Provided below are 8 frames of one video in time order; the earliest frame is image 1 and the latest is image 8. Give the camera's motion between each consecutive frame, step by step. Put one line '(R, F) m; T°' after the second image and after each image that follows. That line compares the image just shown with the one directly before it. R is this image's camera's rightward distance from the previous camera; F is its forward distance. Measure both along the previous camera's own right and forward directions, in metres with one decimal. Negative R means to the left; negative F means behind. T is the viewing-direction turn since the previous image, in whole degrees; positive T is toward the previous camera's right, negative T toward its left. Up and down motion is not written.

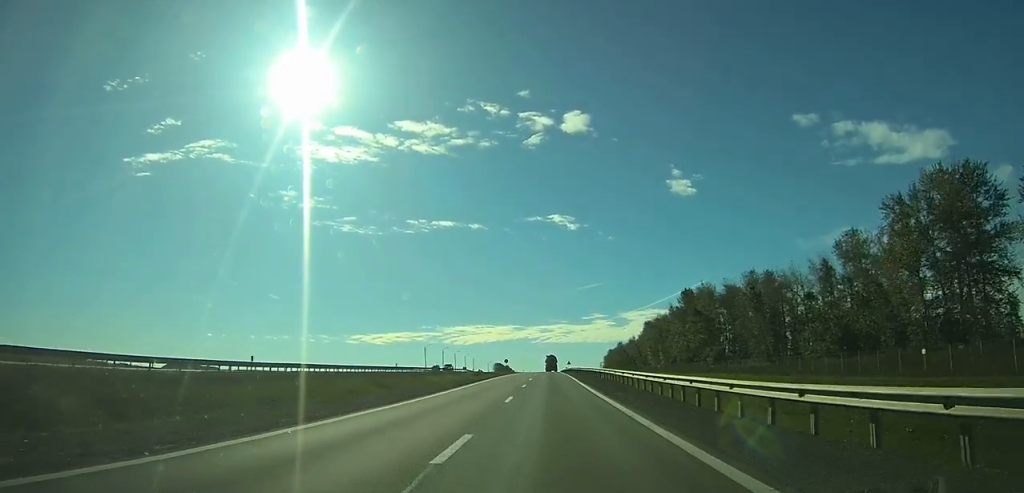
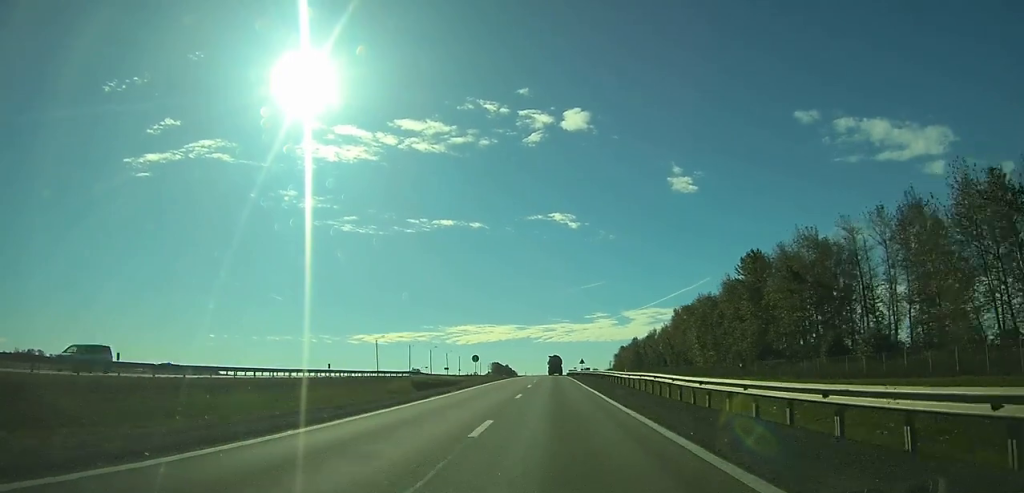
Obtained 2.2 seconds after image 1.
(-0.1, +56.6) m; 0°
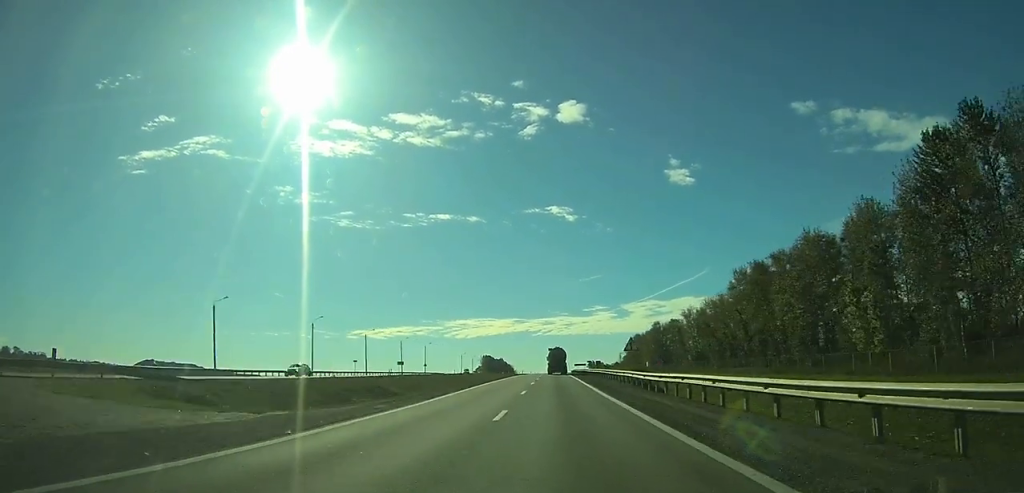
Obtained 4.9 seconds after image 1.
(-0.1, +68.8) m; 0°
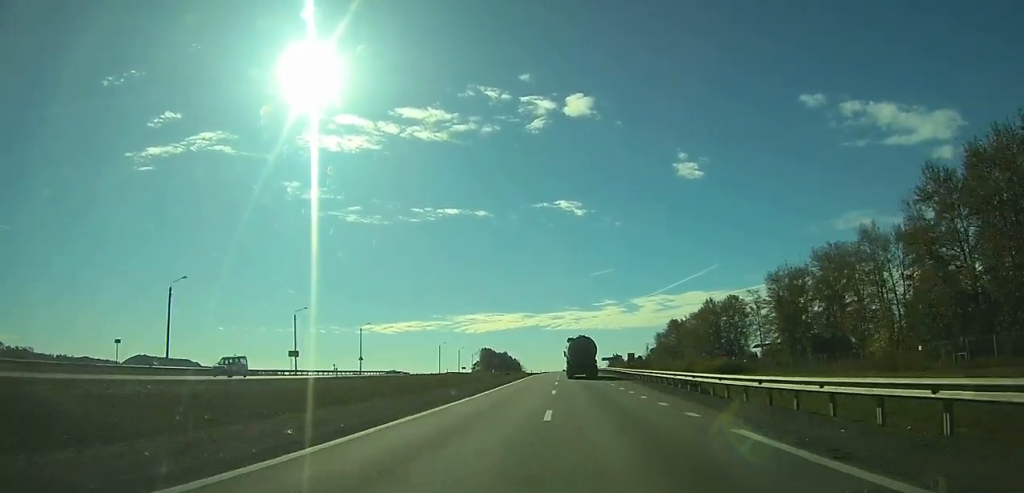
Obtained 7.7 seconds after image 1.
(-0.2, +72.7) m; -1°
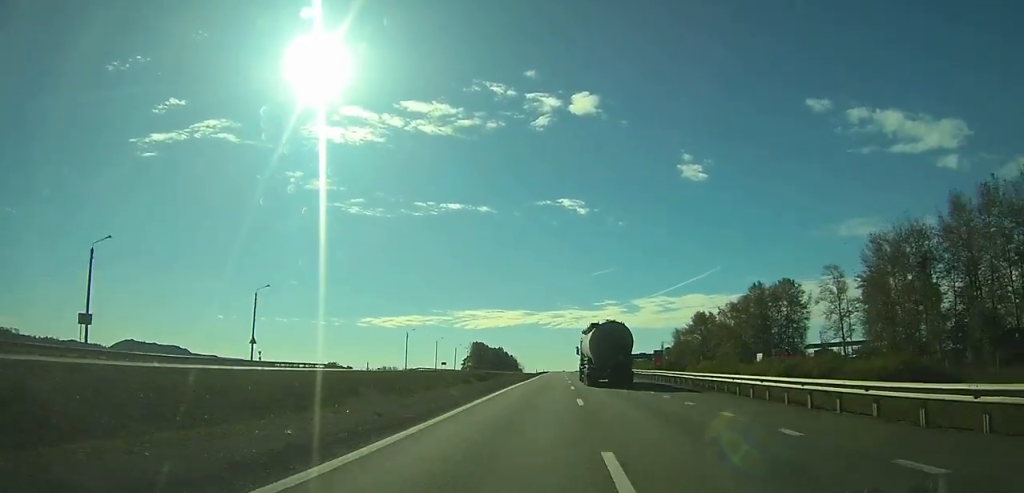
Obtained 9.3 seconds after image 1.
(-0.2, +43.6) m; 0°
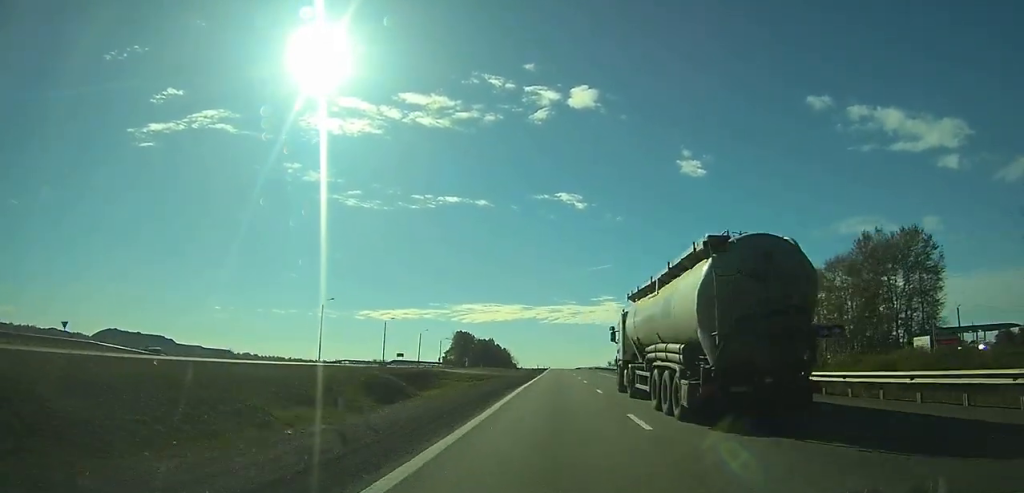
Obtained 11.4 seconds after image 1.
(0.0, +54.7) m; 0°
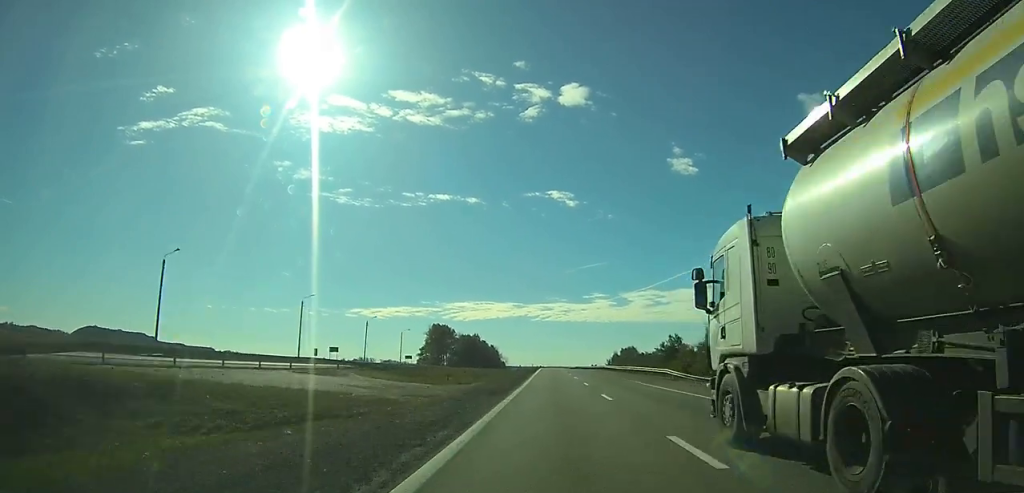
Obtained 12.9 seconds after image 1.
(+0.1, +39.2) m; 0°
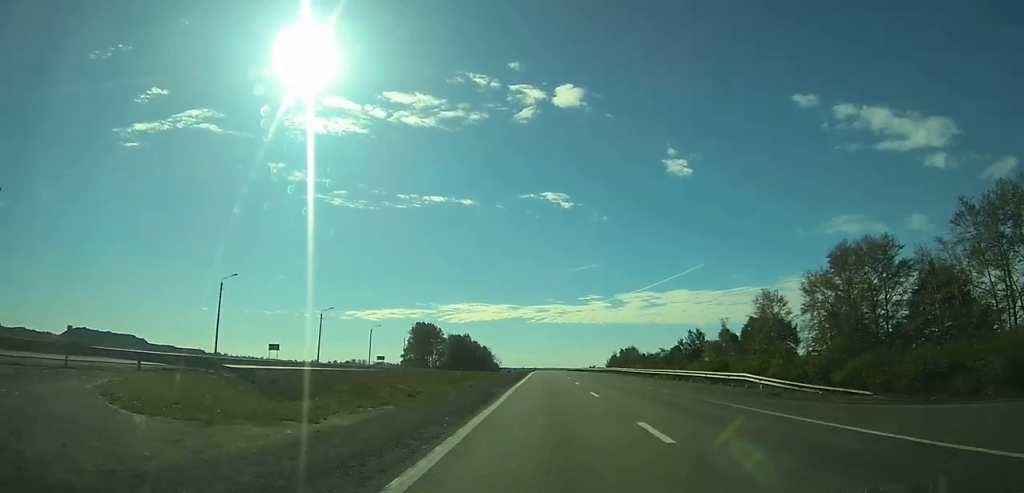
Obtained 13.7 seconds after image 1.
(0.0, +21.5) m; 0°
